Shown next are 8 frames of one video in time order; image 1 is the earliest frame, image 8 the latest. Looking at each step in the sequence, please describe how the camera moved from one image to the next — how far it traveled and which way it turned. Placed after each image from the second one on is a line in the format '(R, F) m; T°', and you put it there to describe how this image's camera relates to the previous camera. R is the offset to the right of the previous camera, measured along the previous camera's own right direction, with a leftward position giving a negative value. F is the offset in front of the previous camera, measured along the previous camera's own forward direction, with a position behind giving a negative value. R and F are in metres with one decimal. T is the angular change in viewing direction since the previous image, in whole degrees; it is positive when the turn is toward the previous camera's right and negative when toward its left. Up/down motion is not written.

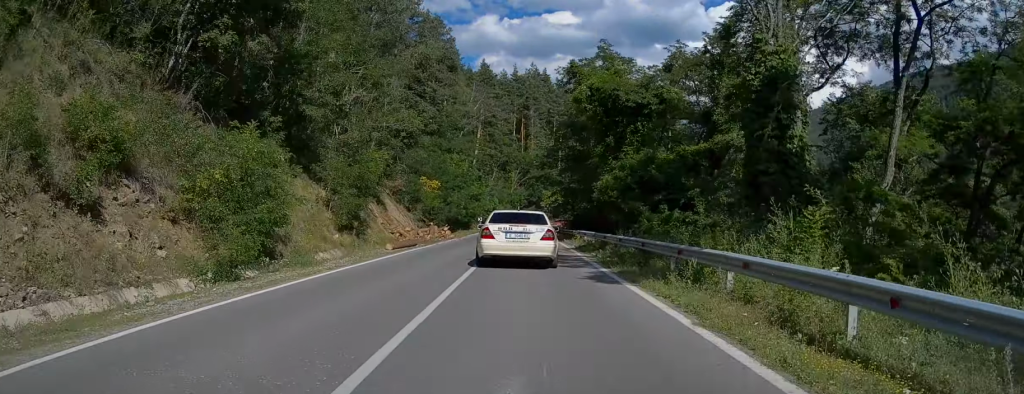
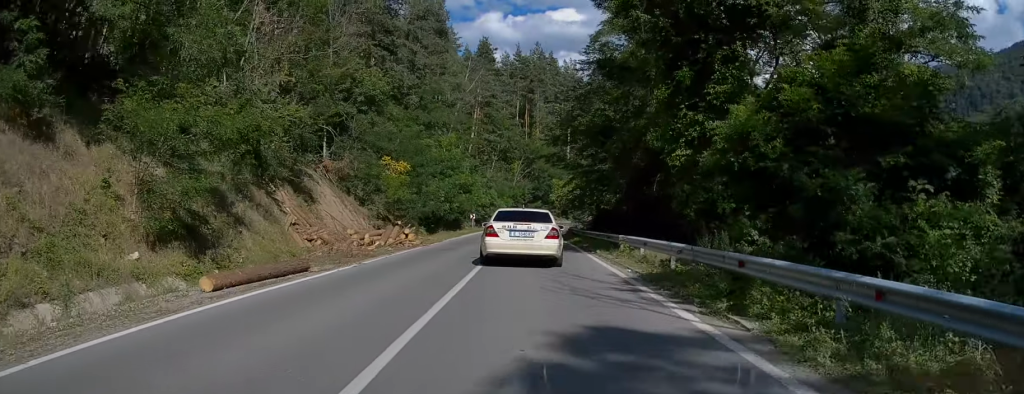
(0.0, +15.8) m; +1°
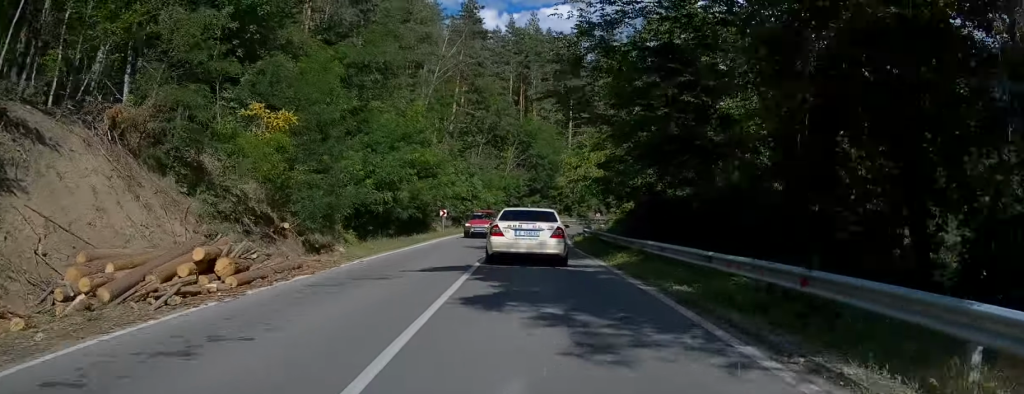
(+0.4, +18.9) m; 0°
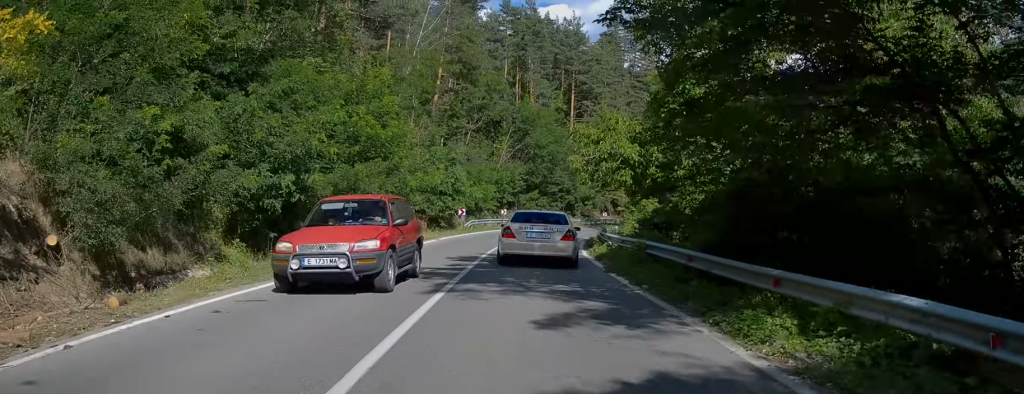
(-0.3, +11.9) m; -1°
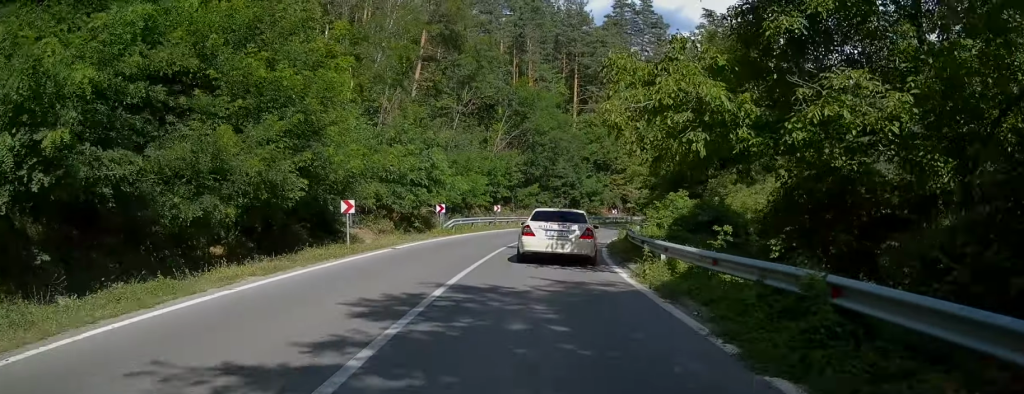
(-0.1, +10.1) m; +1°
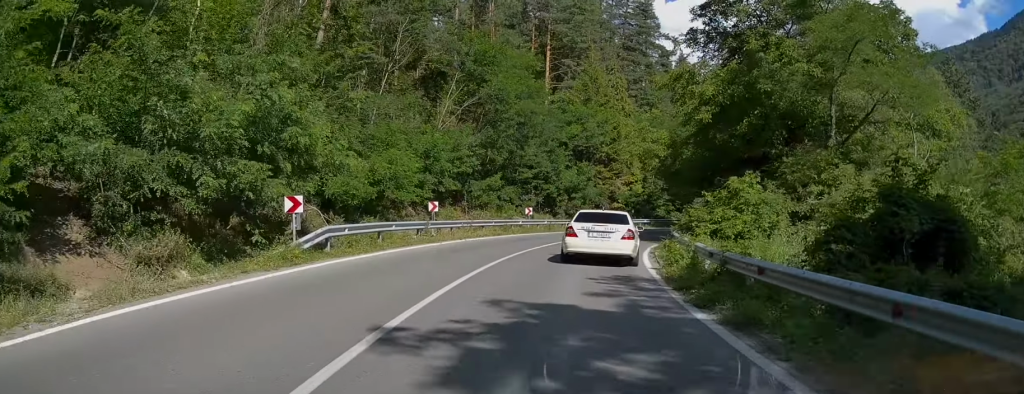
(+0.7, +17.3) m; +4°
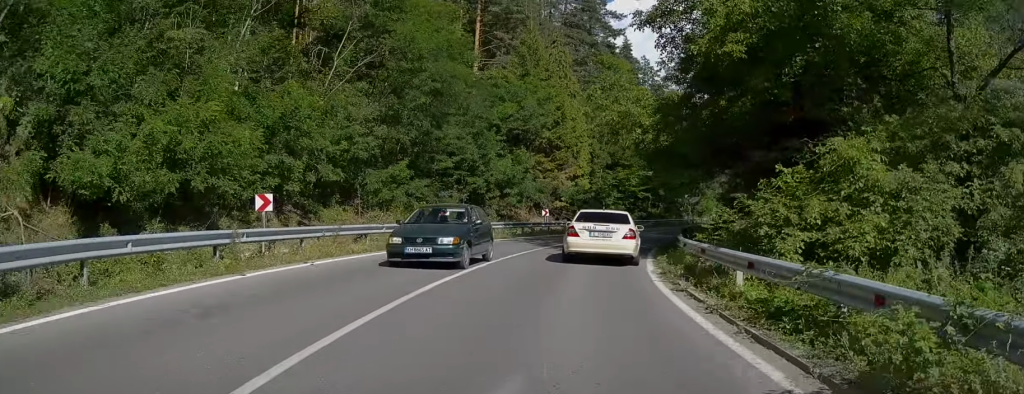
(+0.3, +11.9) m; +4°
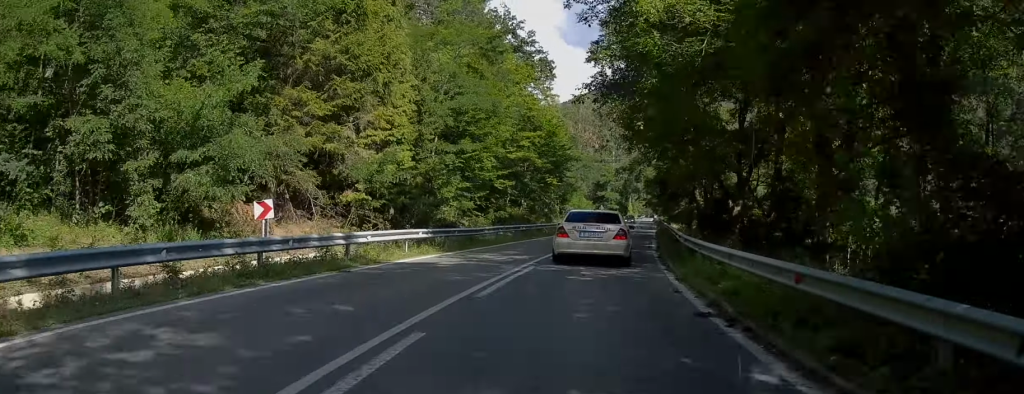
(+2.7, +25.8) m; +14°
